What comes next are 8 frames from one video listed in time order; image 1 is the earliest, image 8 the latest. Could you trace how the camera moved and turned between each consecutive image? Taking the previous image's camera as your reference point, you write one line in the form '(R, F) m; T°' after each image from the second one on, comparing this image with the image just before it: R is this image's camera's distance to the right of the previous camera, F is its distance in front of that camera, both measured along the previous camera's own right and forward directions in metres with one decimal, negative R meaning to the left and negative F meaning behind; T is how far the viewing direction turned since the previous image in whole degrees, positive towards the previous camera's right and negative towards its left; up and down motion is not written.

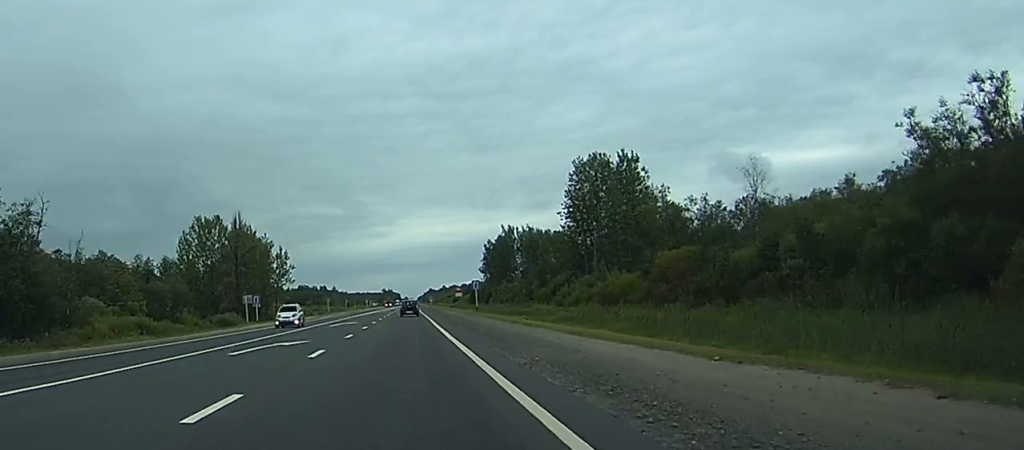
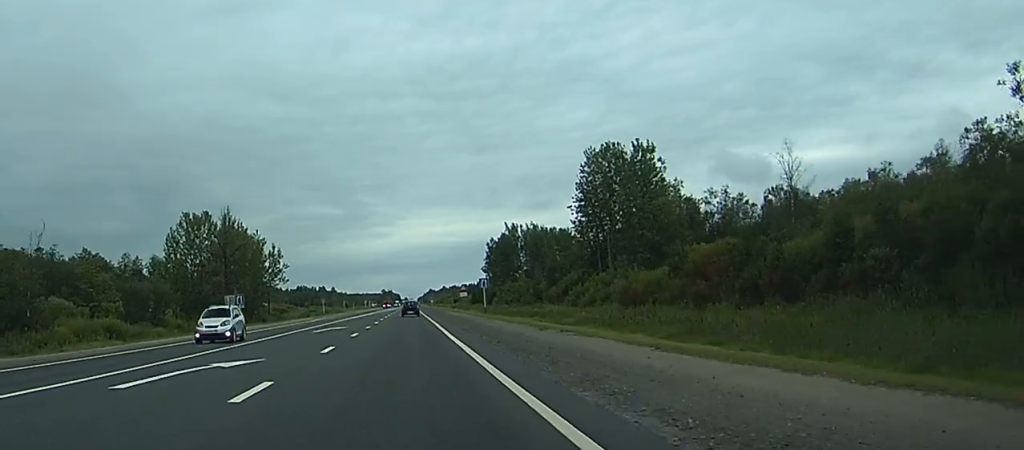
(0.0, +9.7) m; 0°
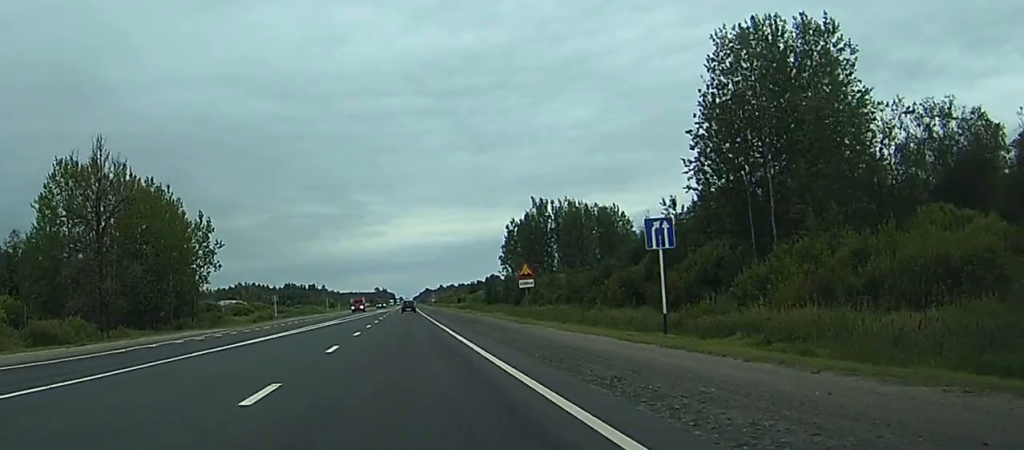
(+0.2, +59.2) m; +1°
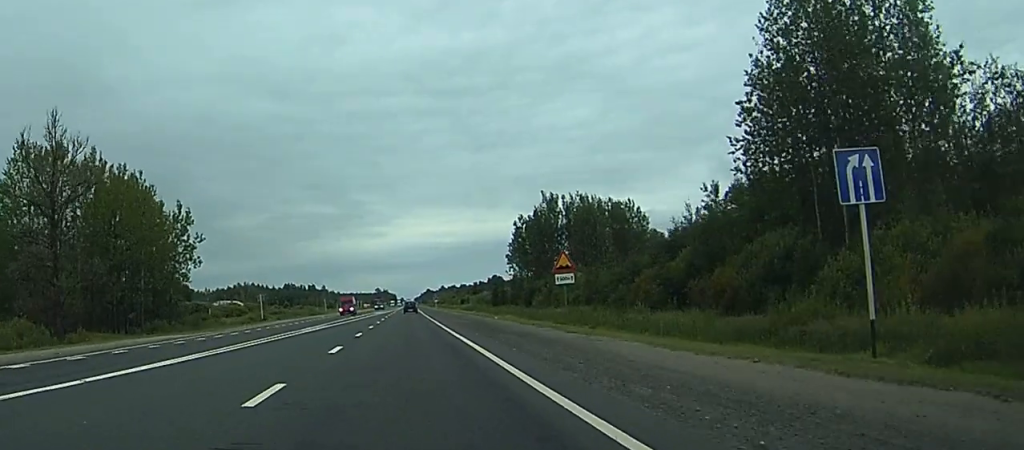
(0.0, +11.8) m; 0°
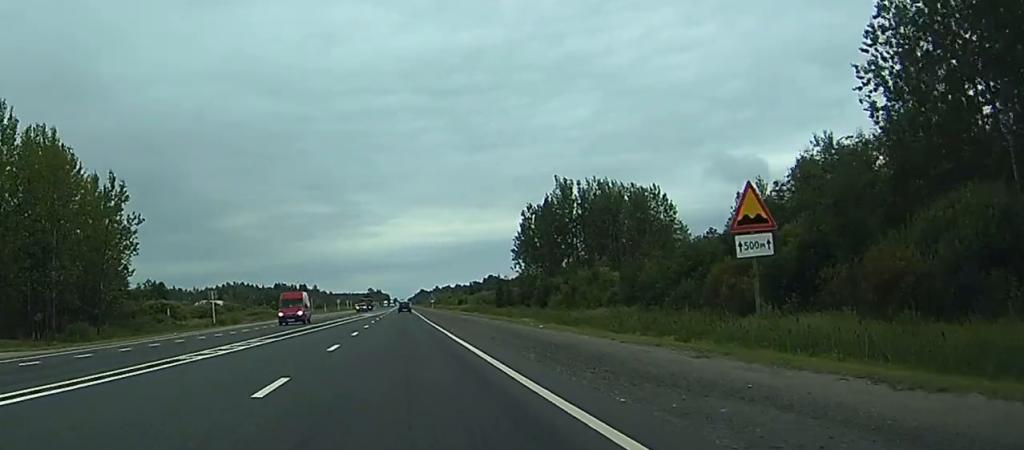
(+0.1, +22.2) m; 0°
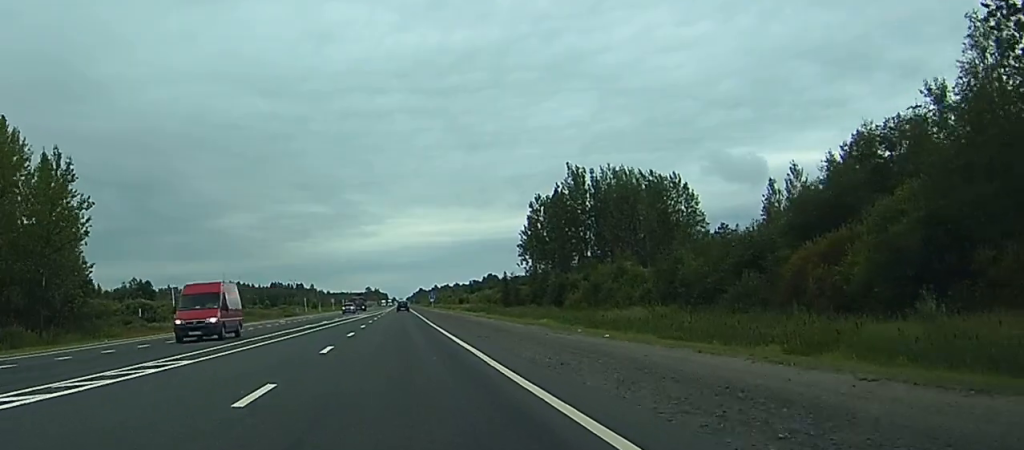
(0.0, +12.9) m; 0°
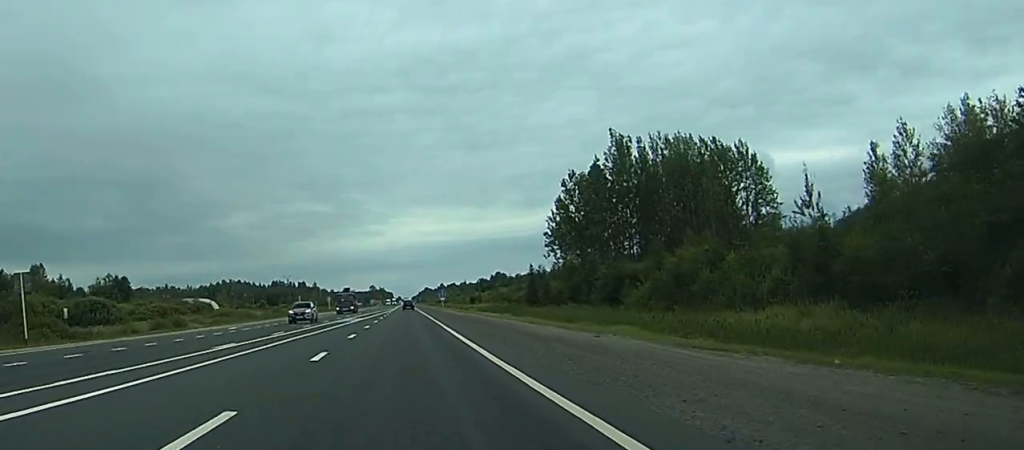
(0.0, +27.0) m; 0°
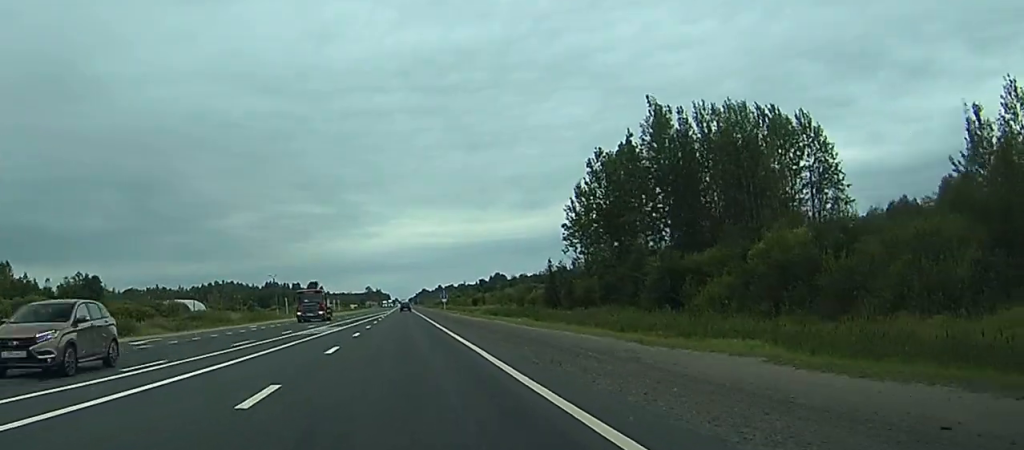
(0.0, +20.1) m; 0°
